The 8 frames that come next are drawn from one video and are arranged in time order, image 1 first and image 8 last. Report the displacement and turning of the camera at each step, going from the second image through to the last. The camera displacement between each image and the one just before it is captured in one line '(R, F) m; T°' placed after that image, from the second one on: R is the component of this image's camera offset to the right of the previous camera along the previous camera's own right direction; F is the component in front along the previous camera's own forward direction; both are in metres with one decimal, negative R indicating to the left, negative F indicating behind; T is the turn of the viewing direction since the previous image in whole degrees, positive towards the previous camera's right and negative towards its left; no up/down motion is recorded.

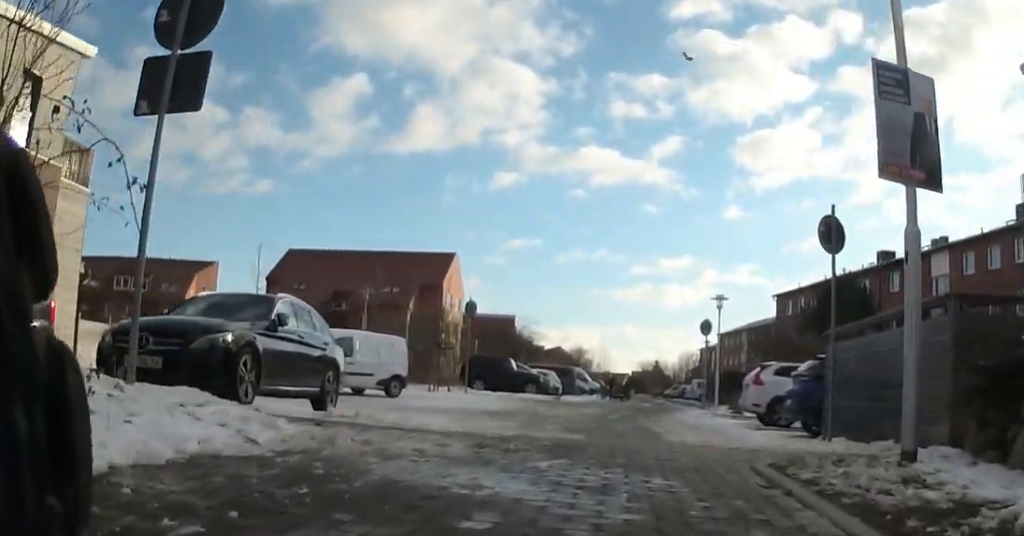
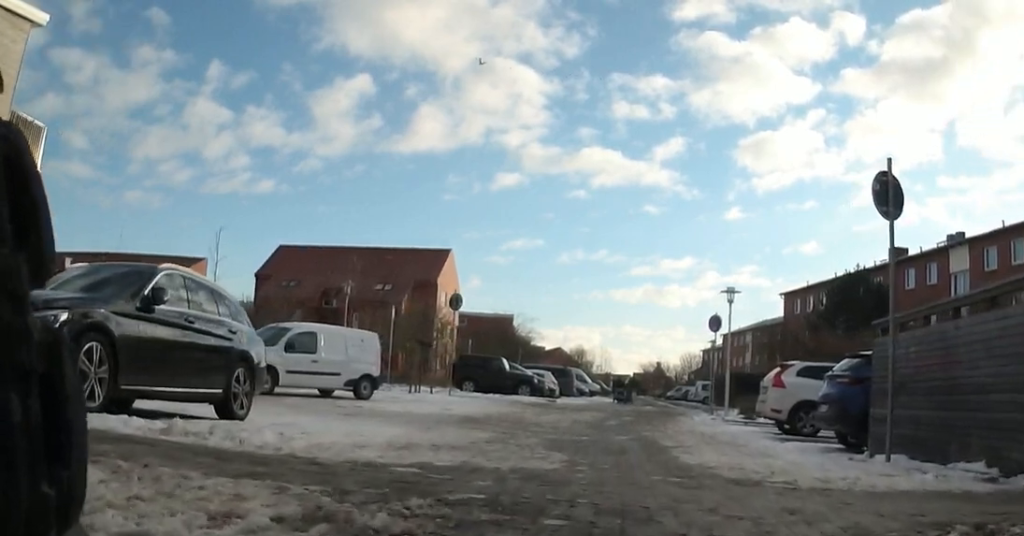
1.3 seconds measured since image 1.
(0.0, +3.4) m; +3°
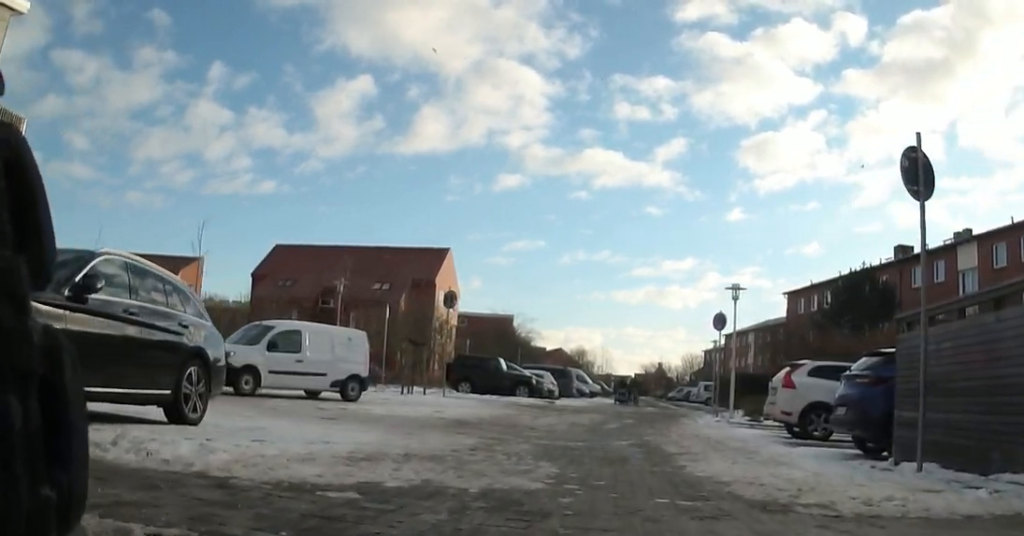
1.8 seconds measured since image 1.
(0.0, +1.5) m; +2°
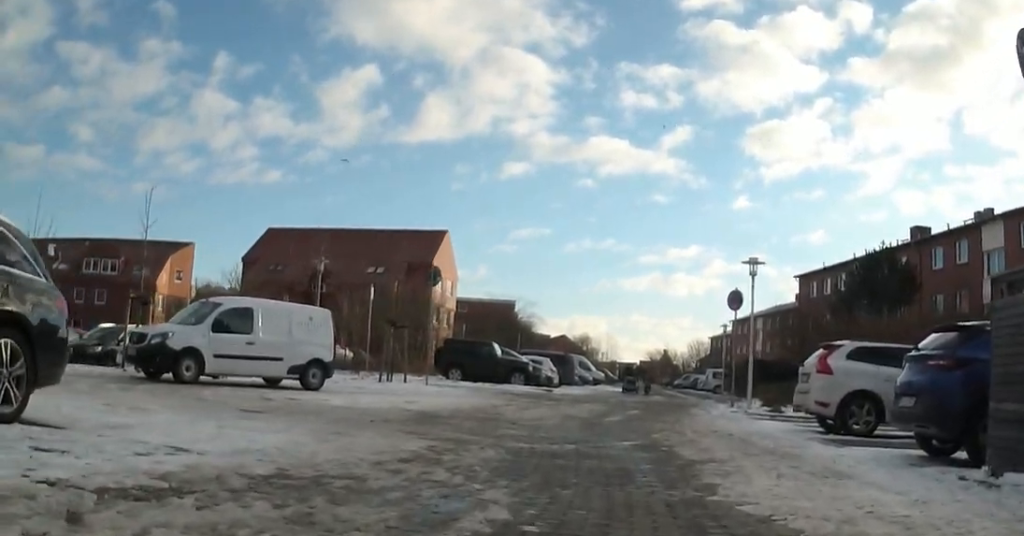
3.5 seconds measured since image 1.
(+0.3, +4.9) m; +3°
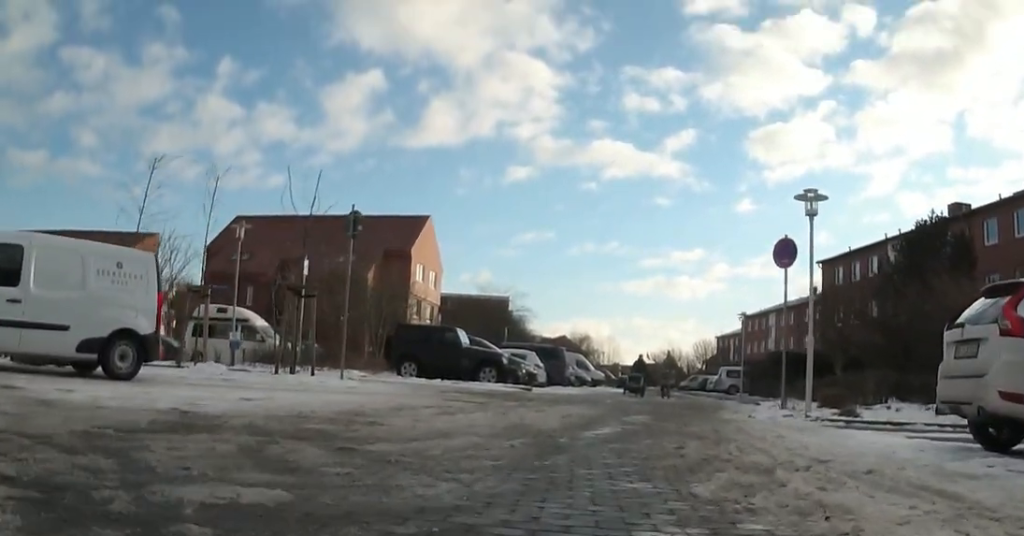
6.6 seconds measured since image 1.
(-0.6, +7.8) m; -9°
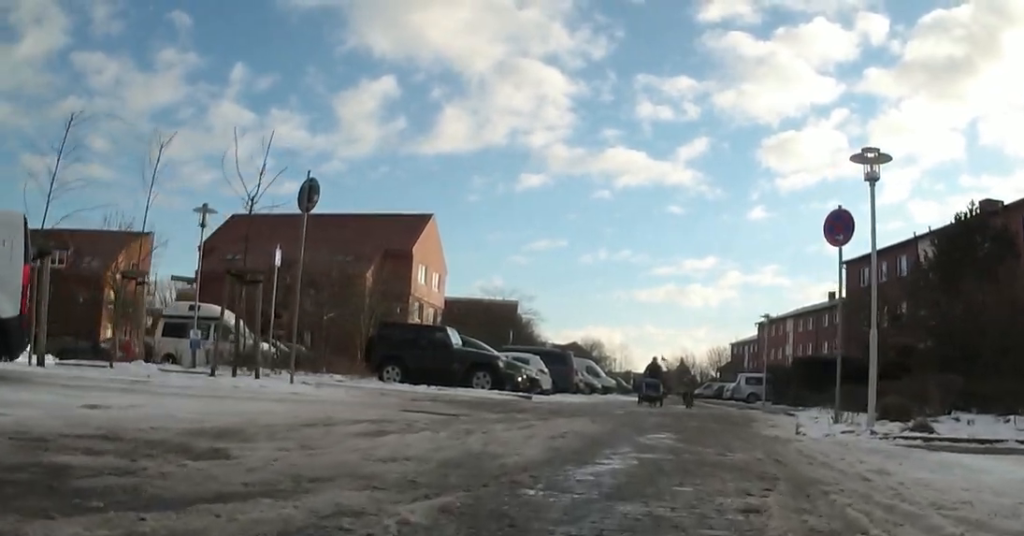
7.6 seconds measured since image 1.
(0.0, +2.1) m; -1°
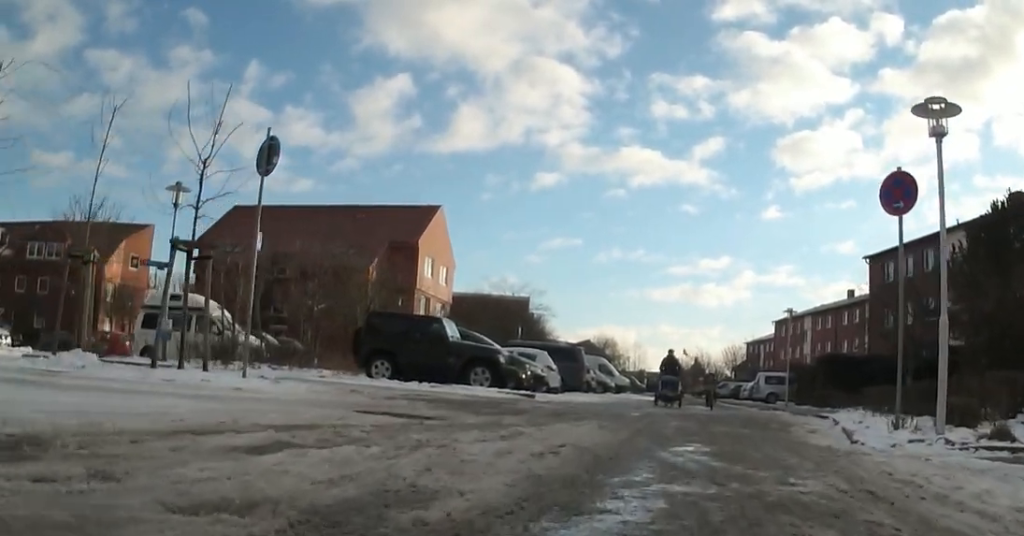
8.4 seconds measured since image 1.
(0.0, +1.4) m; 0°
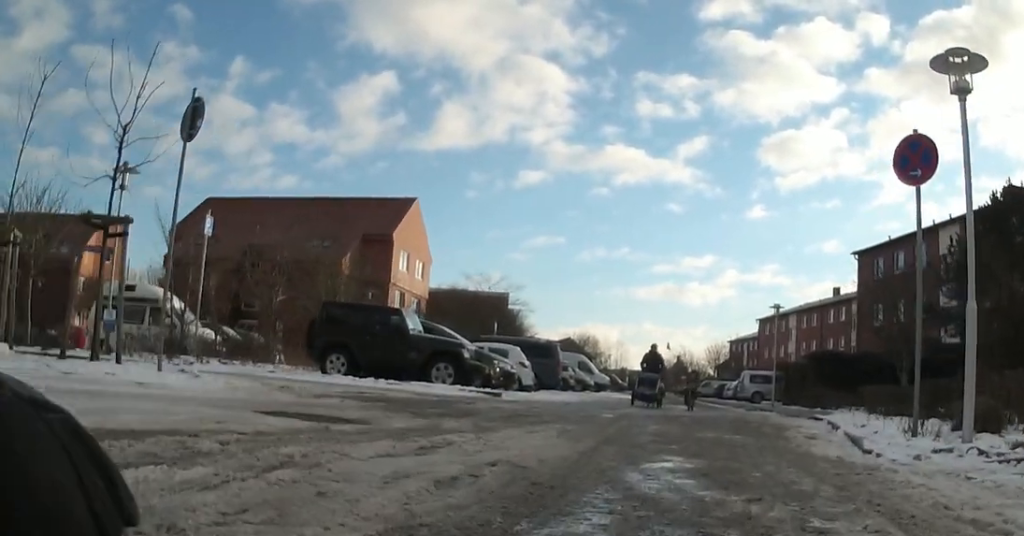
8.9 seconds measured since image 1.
(0.0, +1.1) m; 0°
